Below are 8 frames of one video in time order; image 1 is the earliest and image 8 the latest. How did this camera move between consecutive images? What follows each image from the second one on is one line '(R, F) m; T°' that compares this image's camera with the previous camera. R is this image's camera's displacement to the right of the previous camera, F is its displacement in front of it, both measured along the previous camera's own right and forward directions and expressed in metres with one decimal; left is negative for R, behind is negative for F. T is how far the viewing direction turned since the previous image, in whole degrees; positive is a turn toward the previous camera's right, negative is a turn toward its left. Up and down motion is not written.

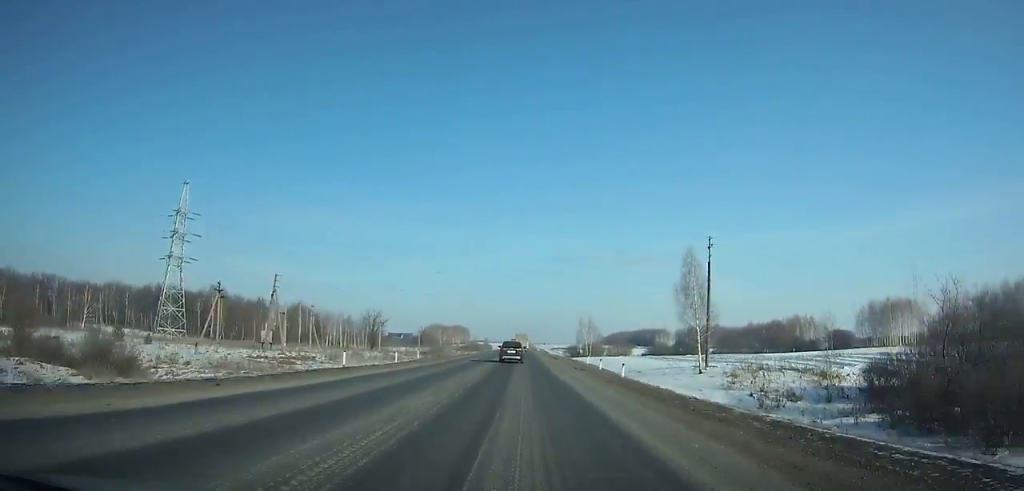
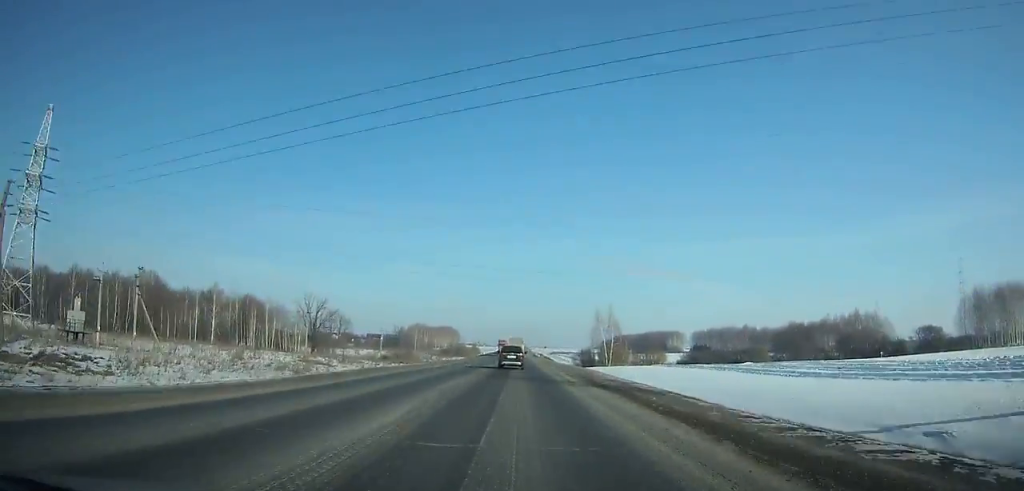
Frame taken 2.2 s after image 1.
(+0.1, +50.2) m; 0°
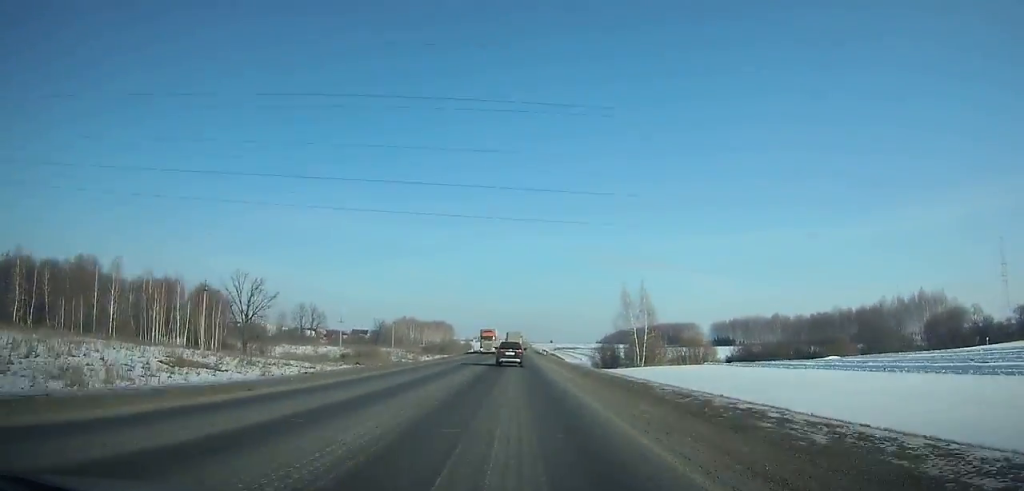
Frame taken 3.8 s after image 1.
(0.0, +36.2) m; 0°
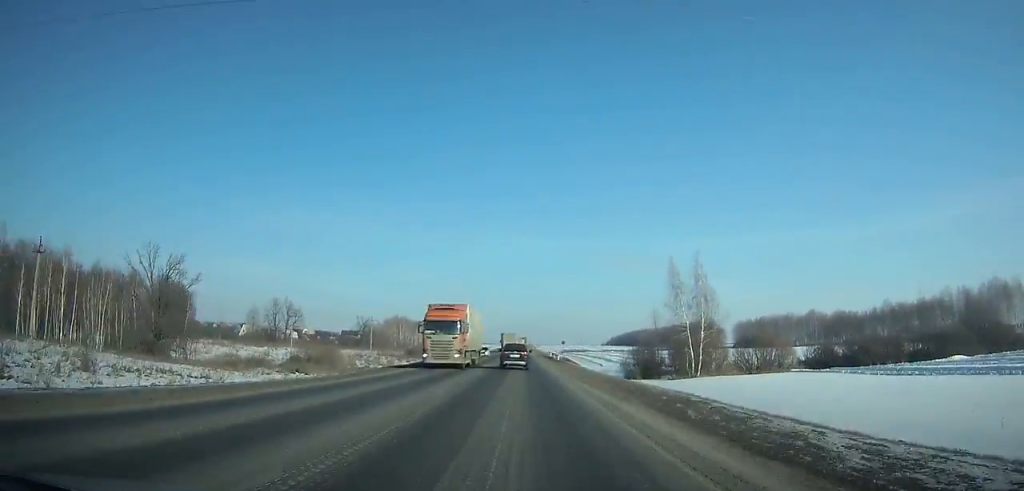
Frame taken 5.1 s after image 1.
(0.0, +29.2) m; 0°
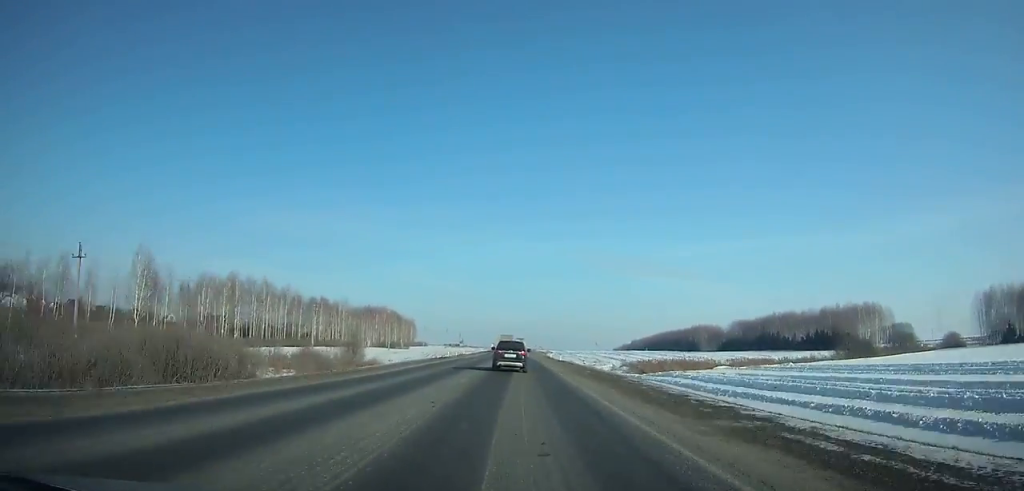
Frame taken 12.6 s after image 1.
(-0.6, +164.2) m; 0°
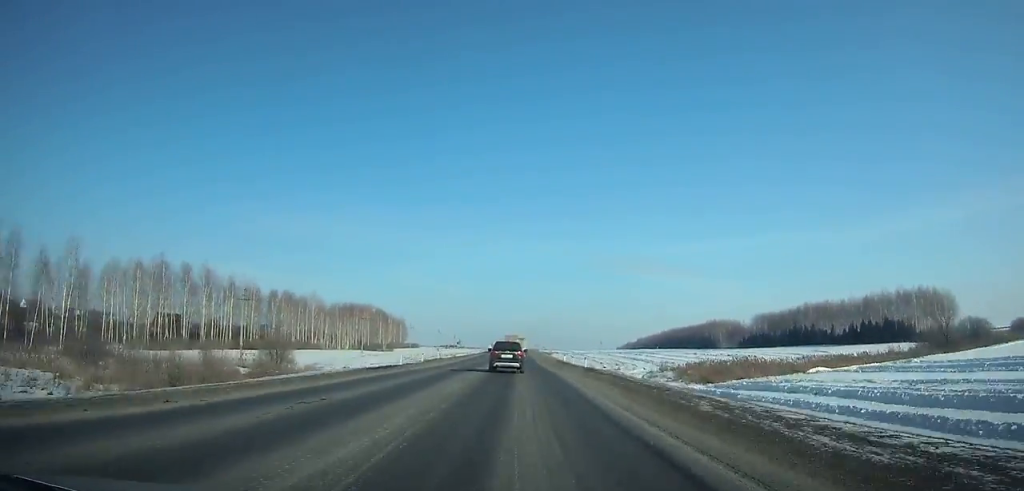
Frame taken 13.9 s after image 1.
(+0.1, +27.9) m; 0°
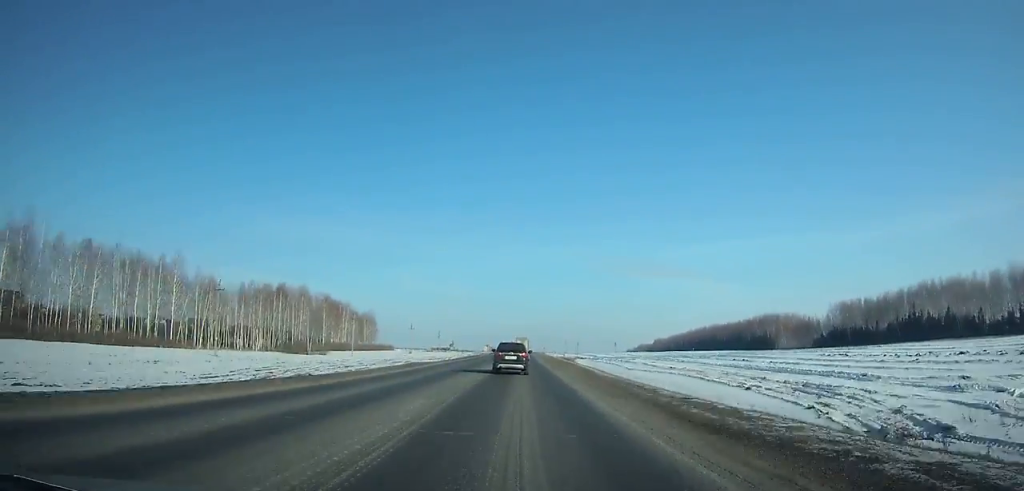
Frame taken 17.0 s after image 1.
(+0.1, +66.2) m; 0°
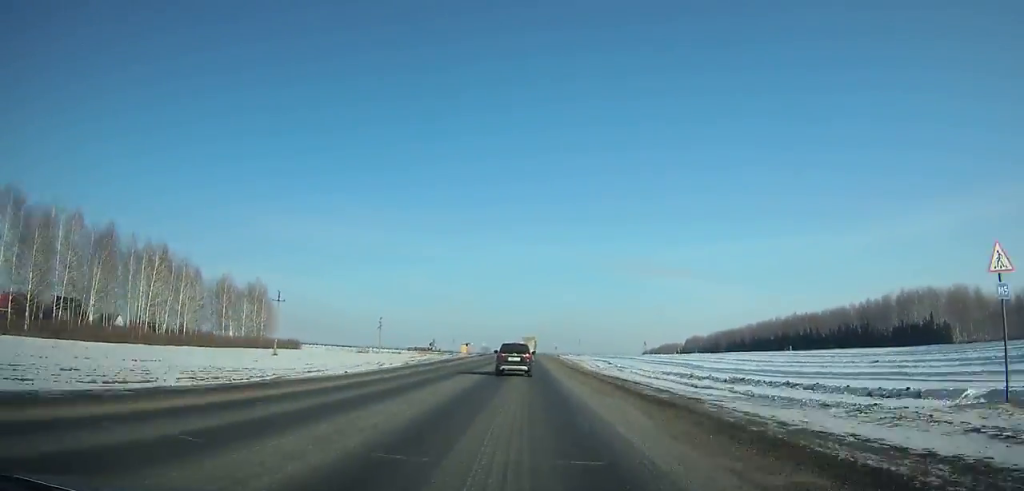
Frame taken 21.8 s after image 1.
(+0.1, +101.3) m; 0°
